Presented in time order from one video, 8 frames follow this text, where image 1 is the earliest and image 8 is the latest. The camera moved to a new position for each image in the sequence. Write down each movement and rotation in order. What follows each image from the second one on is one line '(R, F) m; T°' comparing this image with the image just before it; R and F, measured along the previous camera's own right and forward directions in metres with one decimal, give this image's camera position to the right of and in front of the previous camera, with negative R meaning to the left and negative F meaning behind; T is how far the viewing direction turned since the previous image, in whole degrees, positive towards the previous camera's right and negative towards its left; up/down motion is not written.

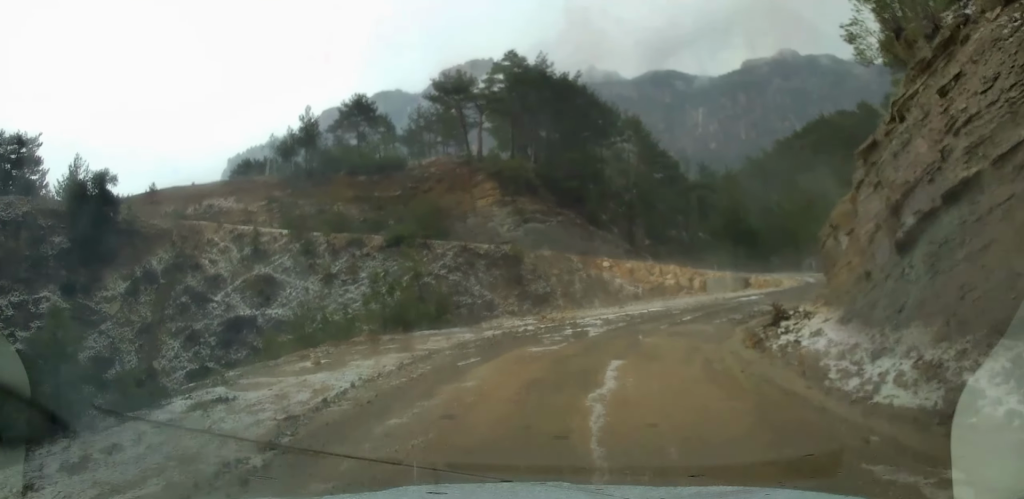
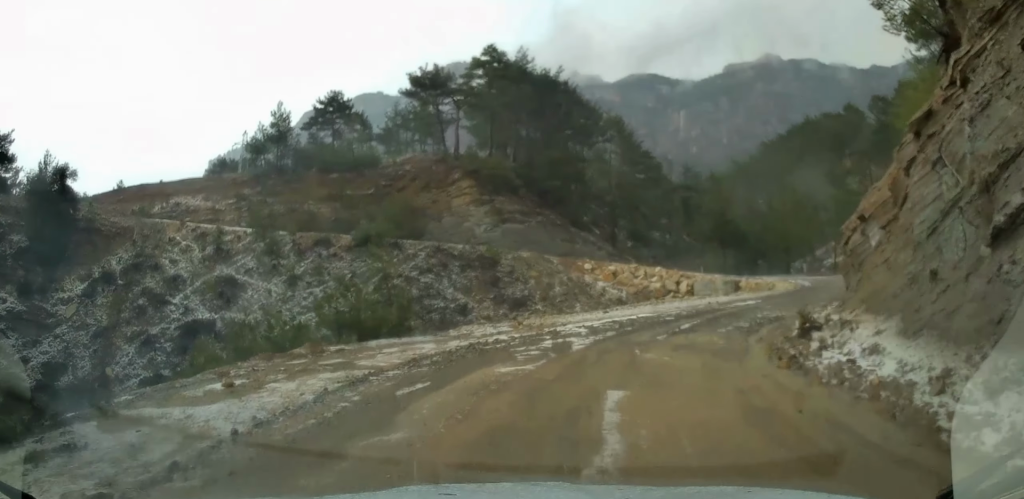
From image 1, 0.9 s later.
(0.0, +2.9) m; -1°
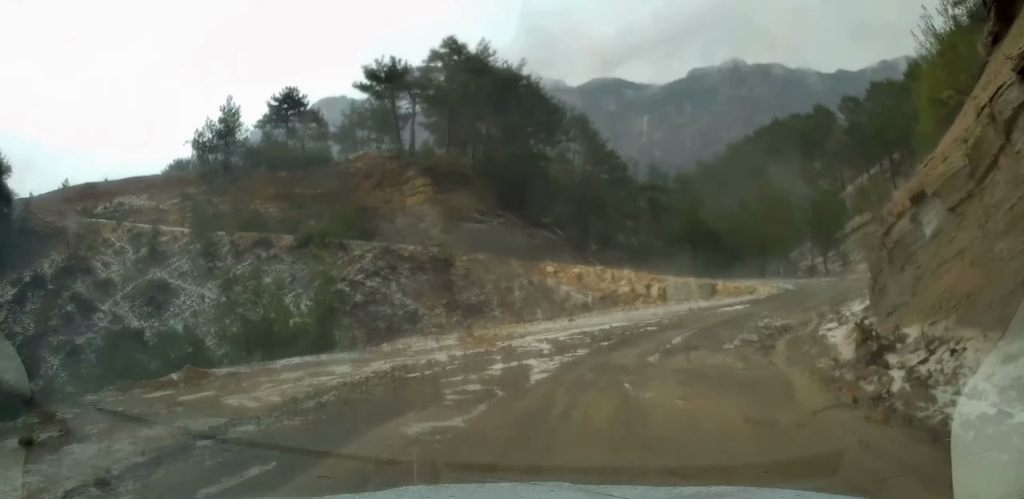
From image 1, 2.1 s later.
(-0.1, +4.1) m; +3°
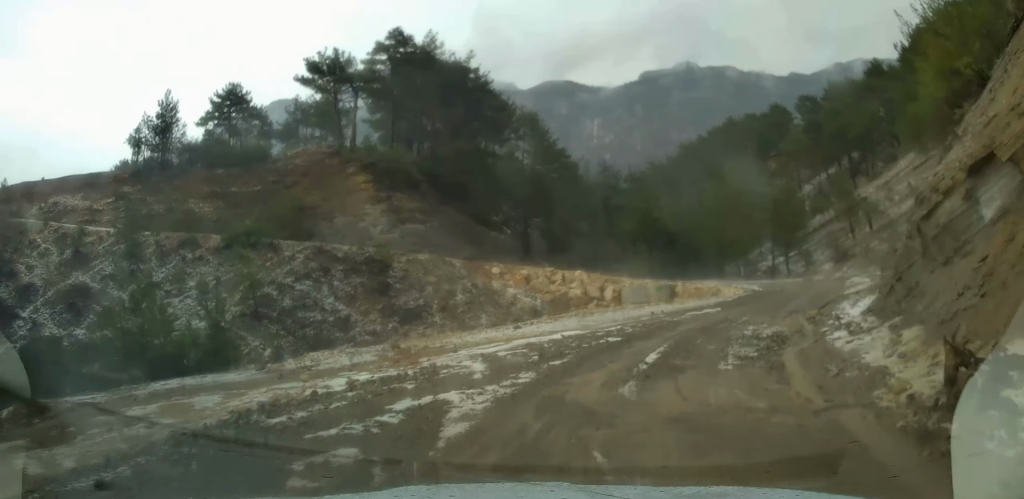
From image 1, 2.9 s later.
(+0.1, +3.5) m; +6°
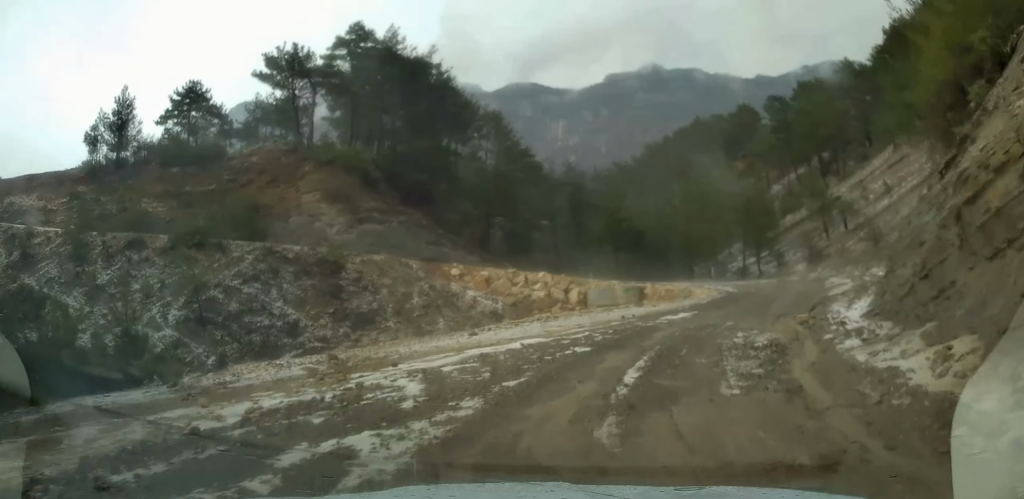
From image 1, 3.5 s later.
(+0.1, +2.3) m; +5°
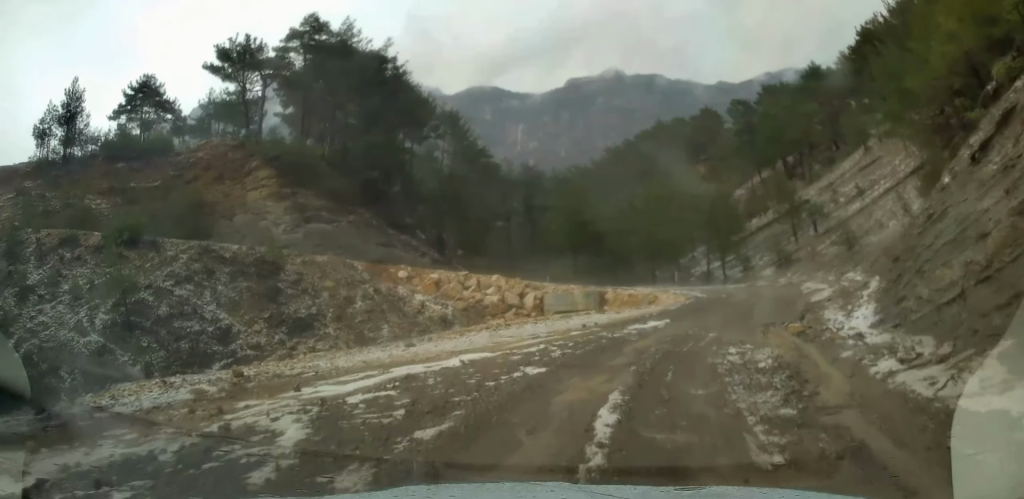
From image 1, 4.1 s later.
(+0.2, +2.9) m; +5°
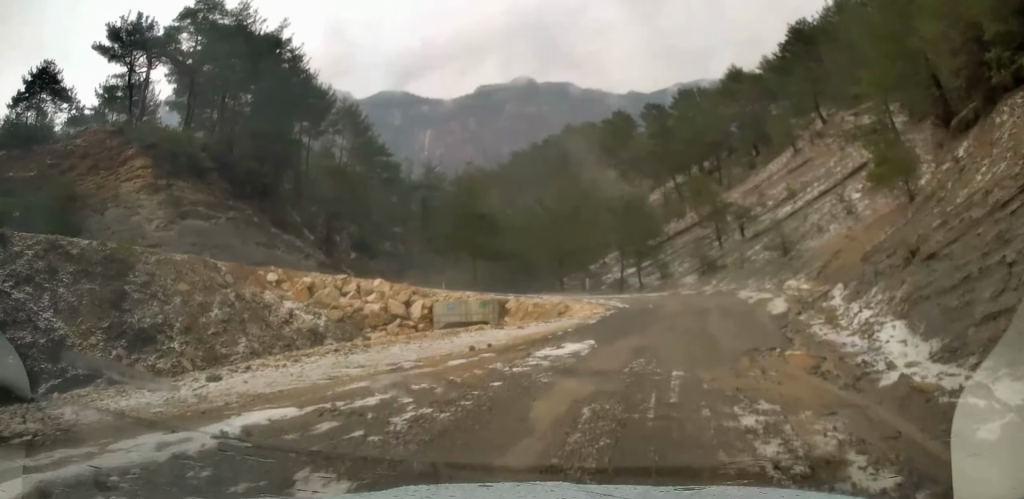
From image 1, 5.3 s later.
(+0.4, +6.0) m; +8°
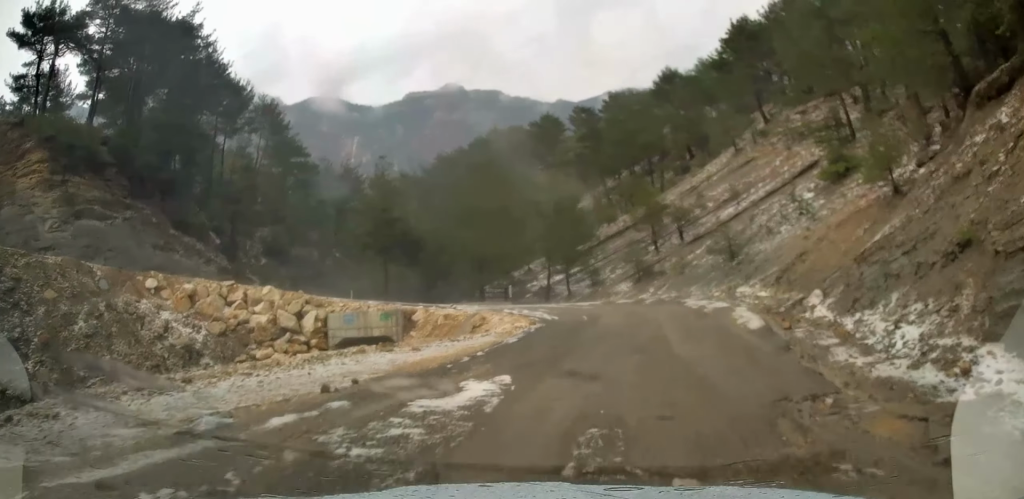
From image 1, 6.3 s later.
(+0.3, +5.0) m; +7°
